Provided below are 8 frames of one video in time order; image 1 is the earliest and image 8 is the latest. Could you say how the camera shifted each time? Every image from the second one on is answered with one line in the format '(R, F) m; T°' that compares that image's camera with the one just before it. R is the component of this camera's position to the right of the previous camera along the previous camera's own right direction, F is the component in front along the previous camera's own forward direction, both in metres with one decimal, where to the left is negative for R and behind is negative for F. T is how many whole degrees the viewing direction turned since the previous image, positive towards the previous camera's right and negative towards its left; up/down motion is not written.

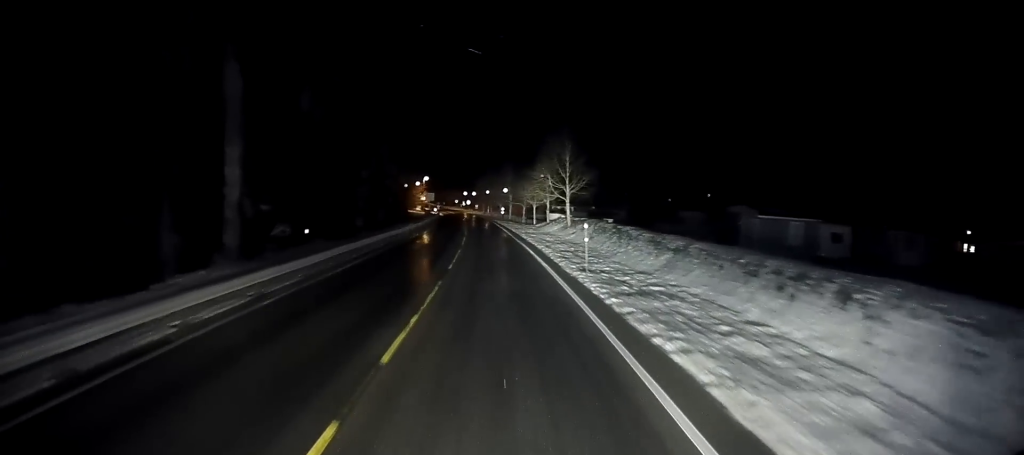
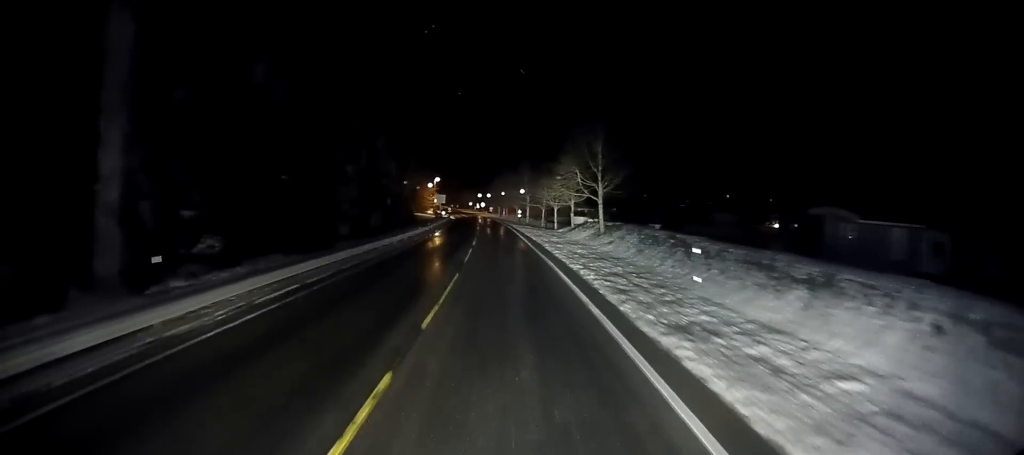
(-0.2, +9.0) m; -2°
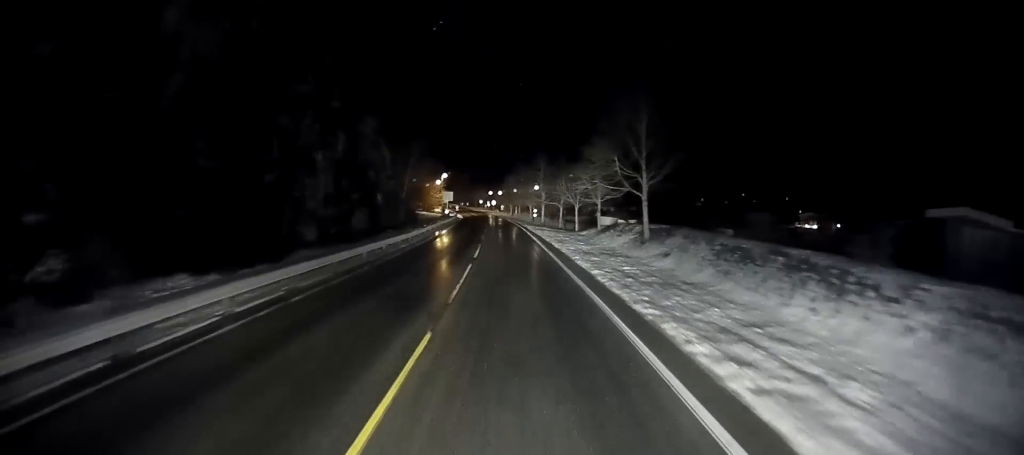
(-0.1, +9.4) m; -1°
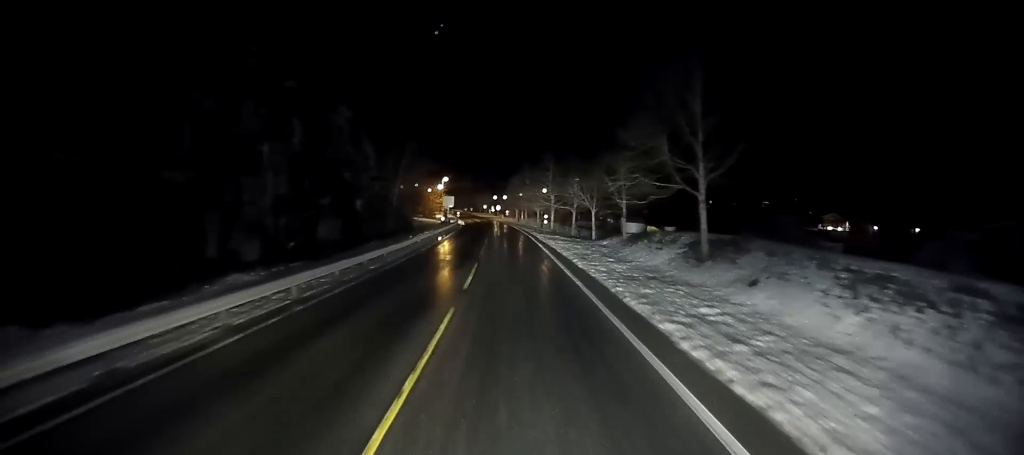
(0.0, +8.3) m; 0°
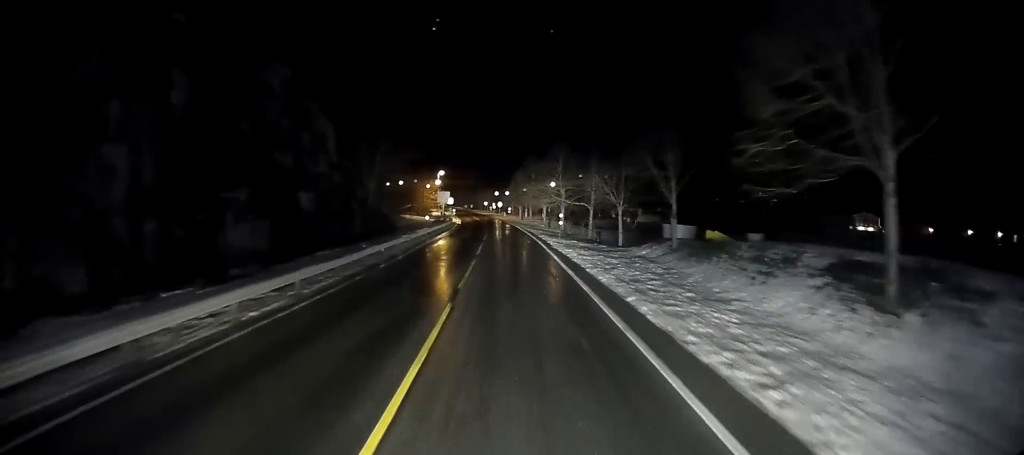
(0.0, +11.4) m; 0°
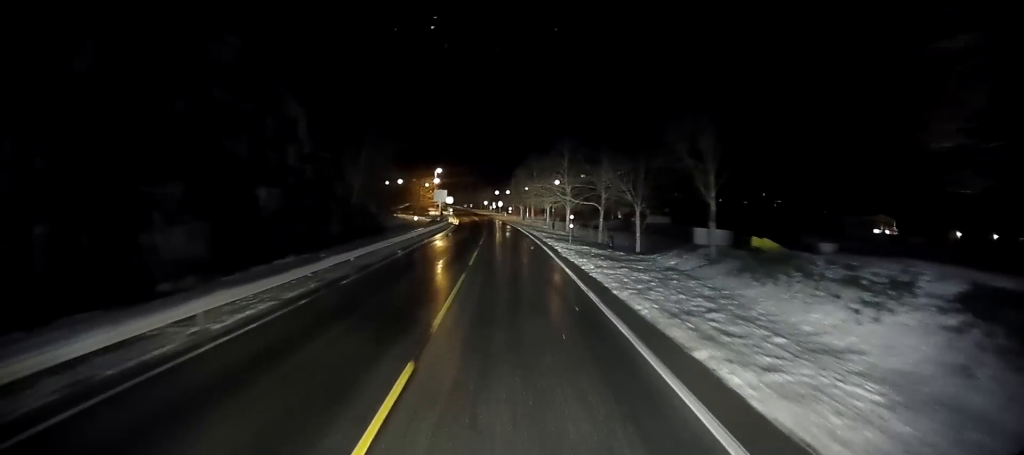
(0.0, +5.1) m; 0°
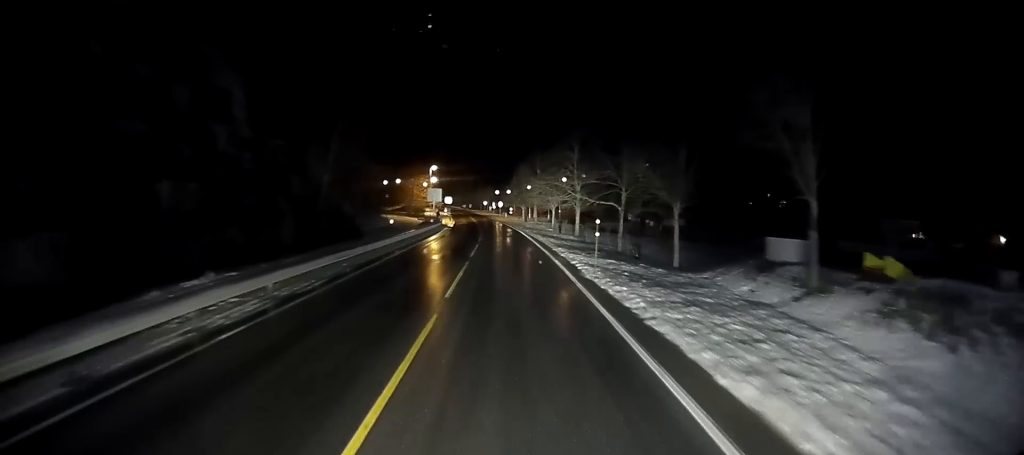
(0.0, +7.7) m; -1°
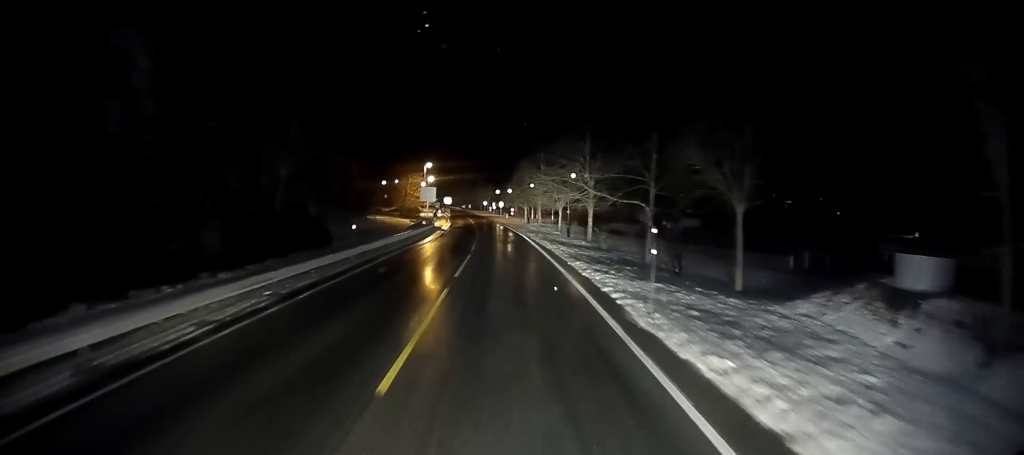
(0.0, +7.3) m; -1°
